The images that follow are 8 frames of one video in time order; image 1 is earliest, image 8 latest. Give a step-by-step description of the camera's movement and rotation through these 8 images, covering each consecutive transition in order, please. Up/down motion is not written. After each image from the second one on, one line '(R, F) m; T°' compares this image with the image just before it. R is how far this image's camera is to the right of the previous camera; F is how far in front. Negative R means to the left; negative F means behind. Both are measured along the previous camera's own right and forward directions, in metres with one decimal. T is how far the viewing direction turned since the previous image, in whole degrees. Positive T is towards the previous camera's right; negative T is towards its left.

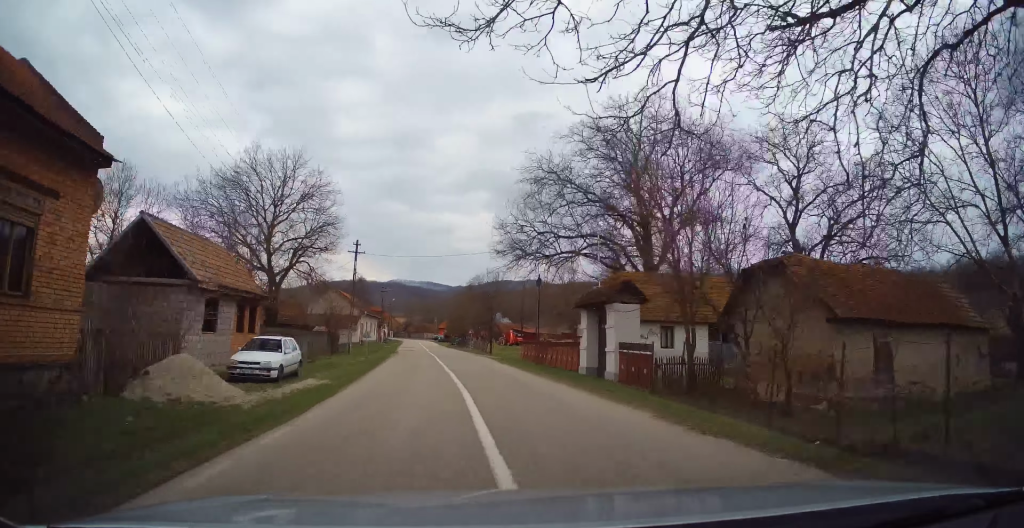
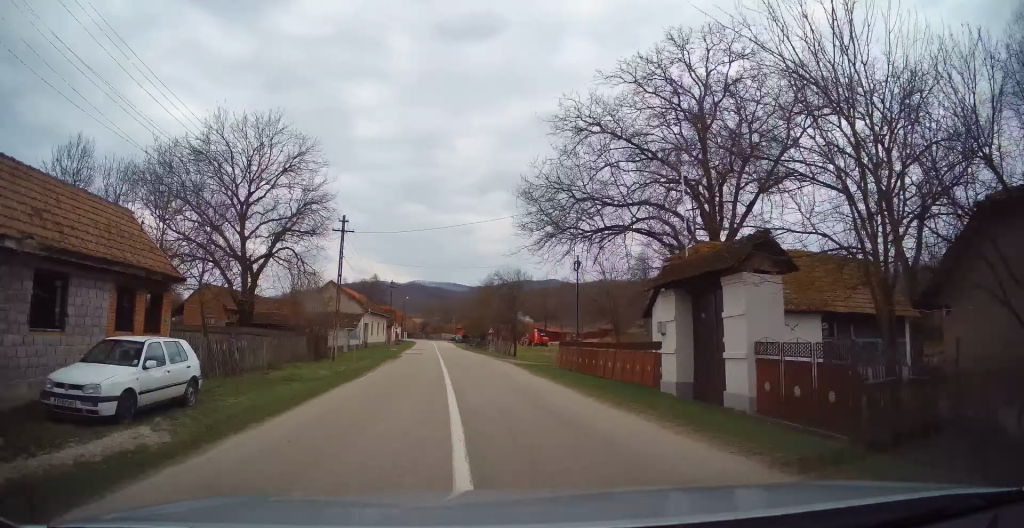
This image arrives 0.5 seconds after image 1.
(-0.2, +8.6) m; -2°
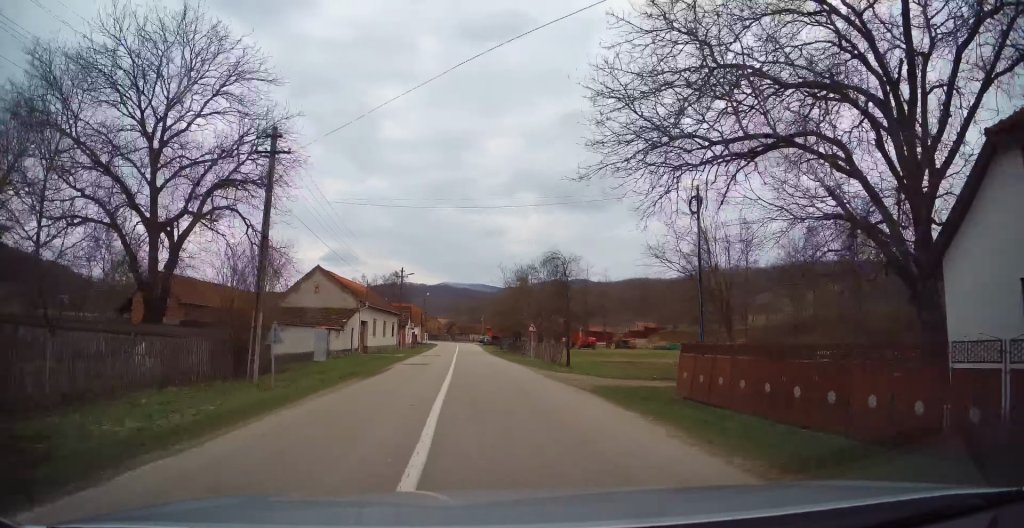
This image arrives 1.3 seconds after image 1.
(-0.3, +13.8) m; -3°
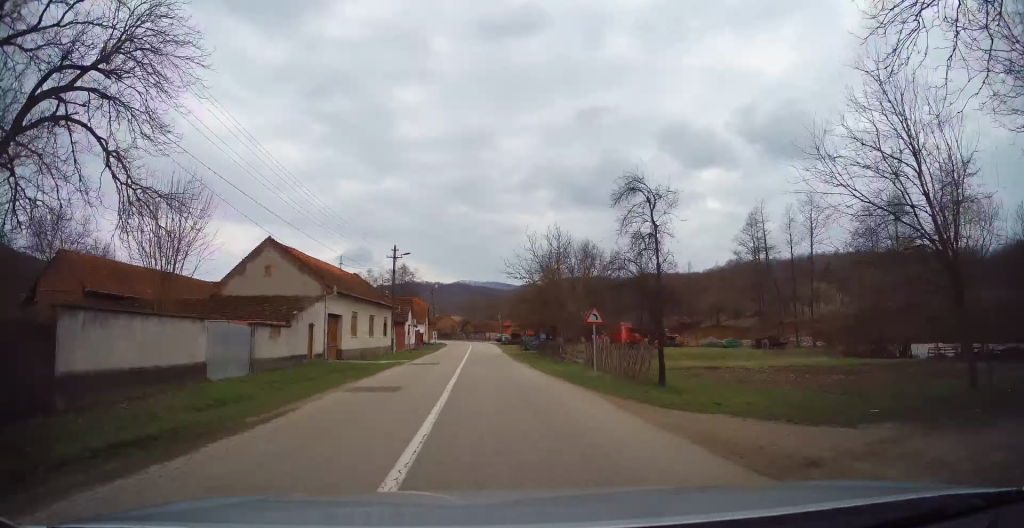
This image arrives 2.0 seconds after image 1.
(-0.6, +12.8) m; -2°
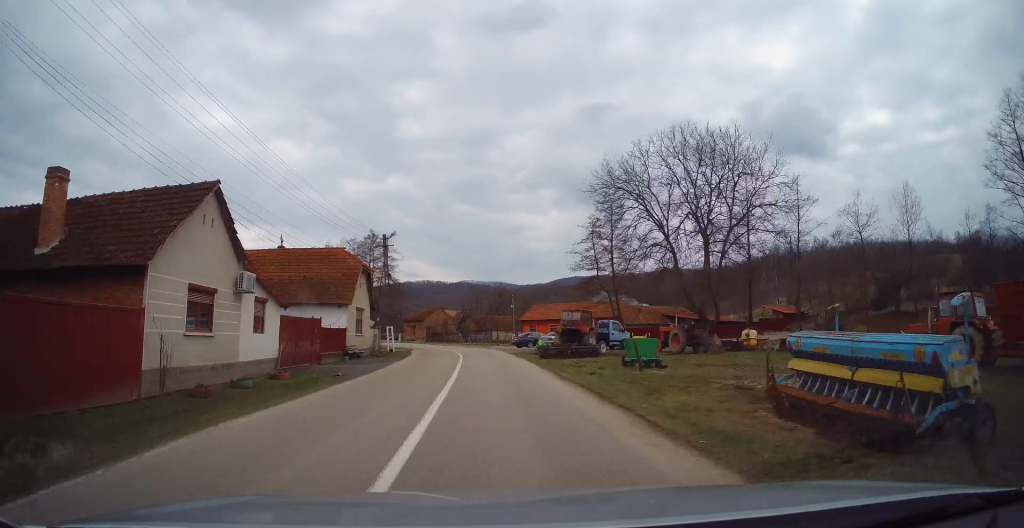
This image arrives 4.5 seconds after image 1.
(+0.8, +42.2) m; +1°
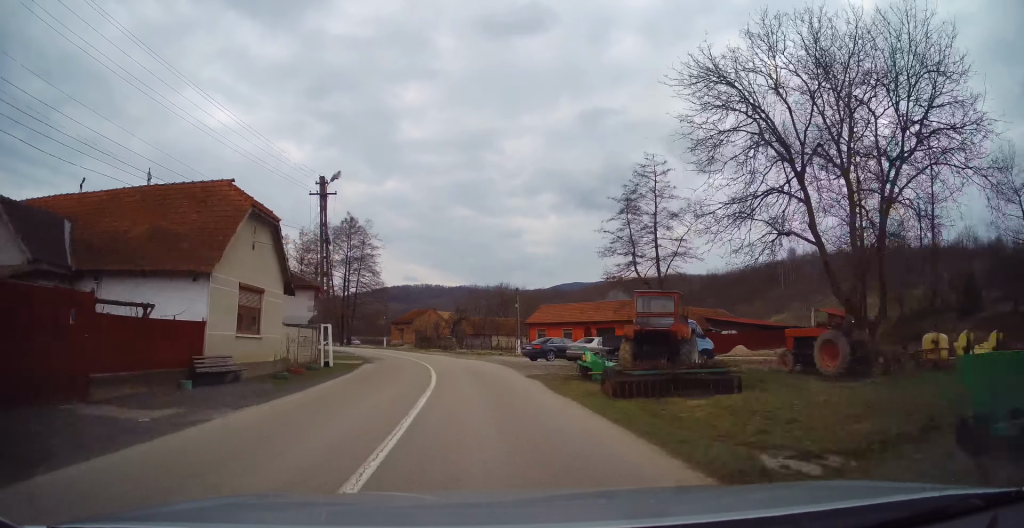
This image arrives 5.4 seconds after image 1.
(0.0, +15.3) m; -2°
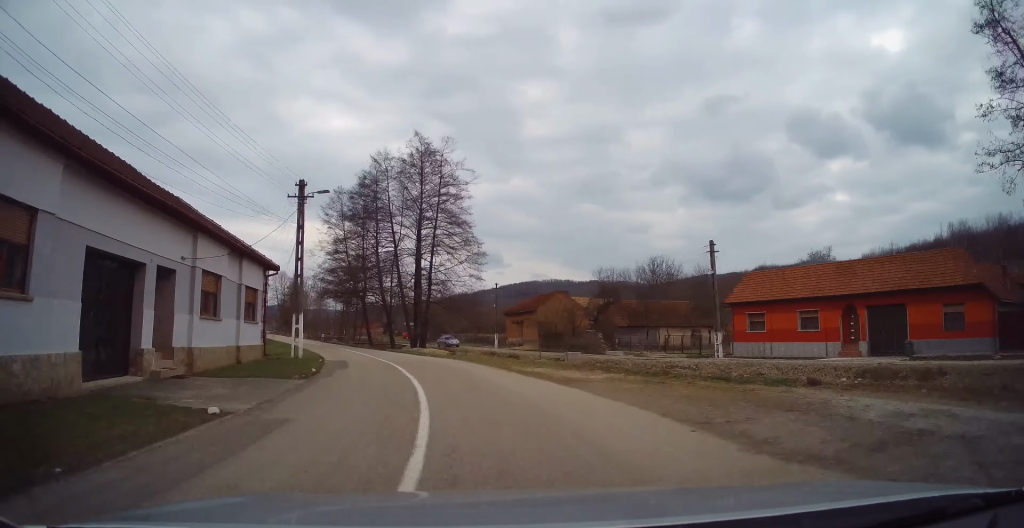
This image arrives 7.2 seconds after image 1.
(-2.8, +31.1) m; -13°
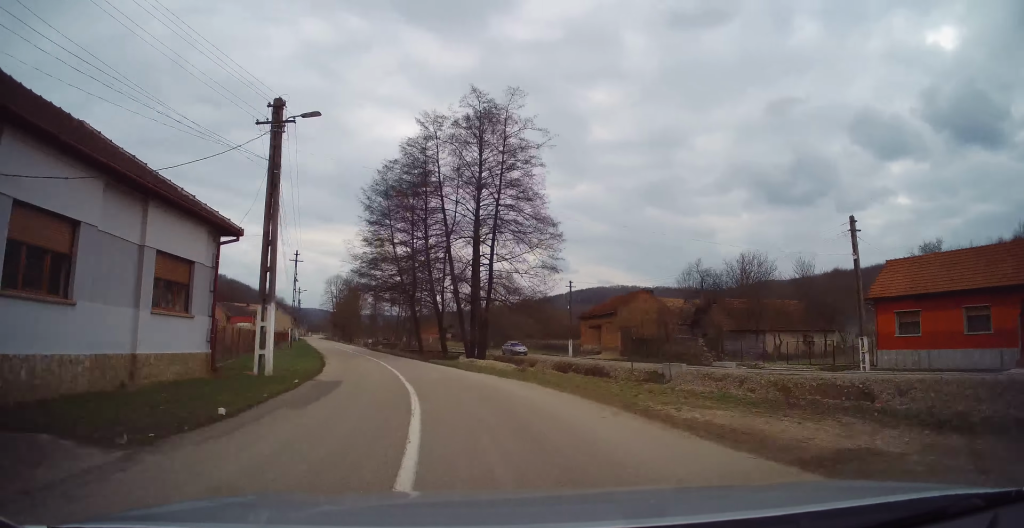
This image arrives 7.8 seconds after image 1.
(-0.6, +10.3) m; -6°
